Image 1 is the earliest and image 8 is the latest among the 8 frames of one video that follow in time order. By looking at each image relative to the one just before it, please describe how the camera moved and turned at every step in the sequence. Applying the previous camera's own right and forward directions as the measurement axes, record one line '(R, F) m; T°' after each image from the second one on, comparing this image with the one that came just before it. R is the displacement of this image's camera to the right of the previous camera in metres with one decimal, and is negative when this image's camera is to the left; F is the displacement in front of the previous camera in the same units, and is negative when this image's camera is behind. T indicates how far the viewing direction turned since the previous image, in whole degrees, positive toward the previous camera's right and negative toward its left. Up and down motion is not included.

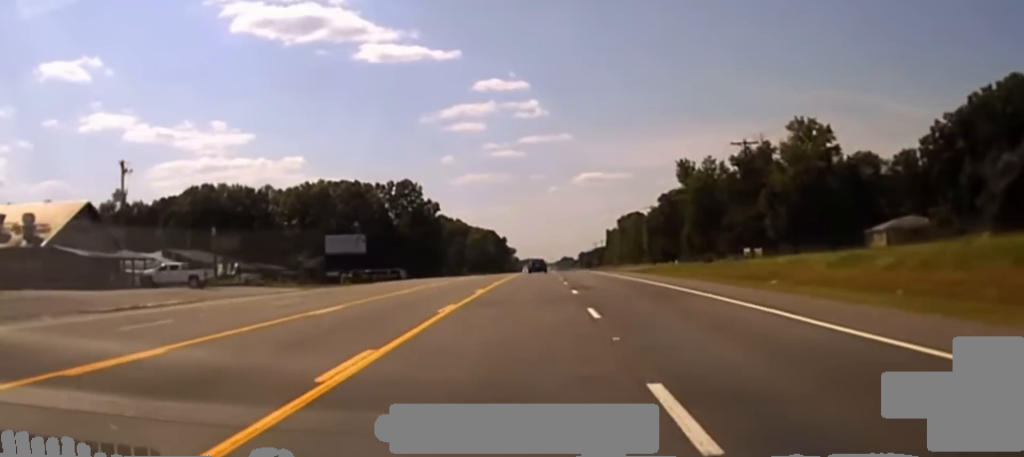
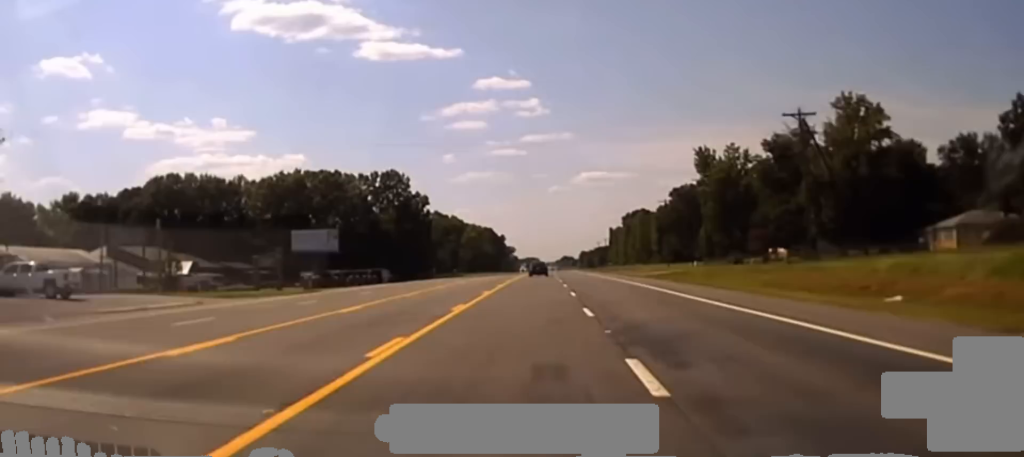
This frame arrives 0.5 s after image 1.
(-0.1, +24.4) m; 0°
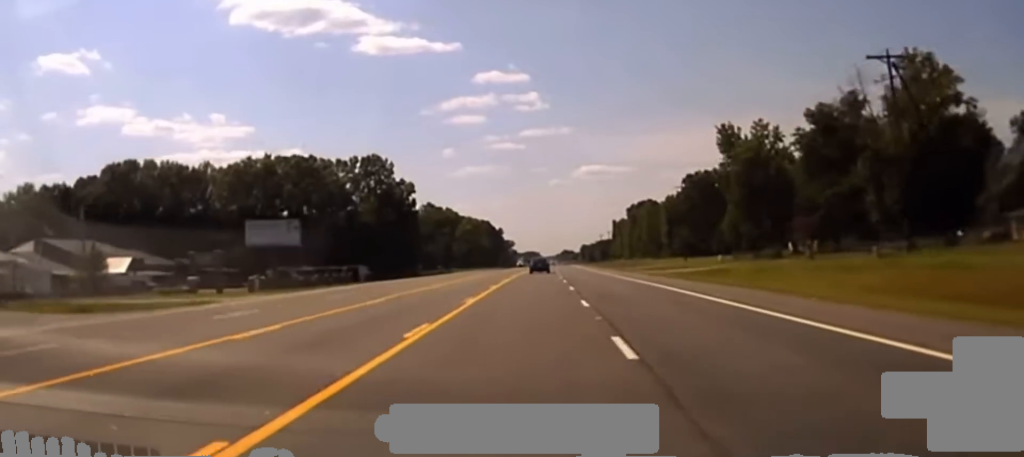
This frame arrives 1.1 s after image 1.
(0.0, +23.8) m; 0°
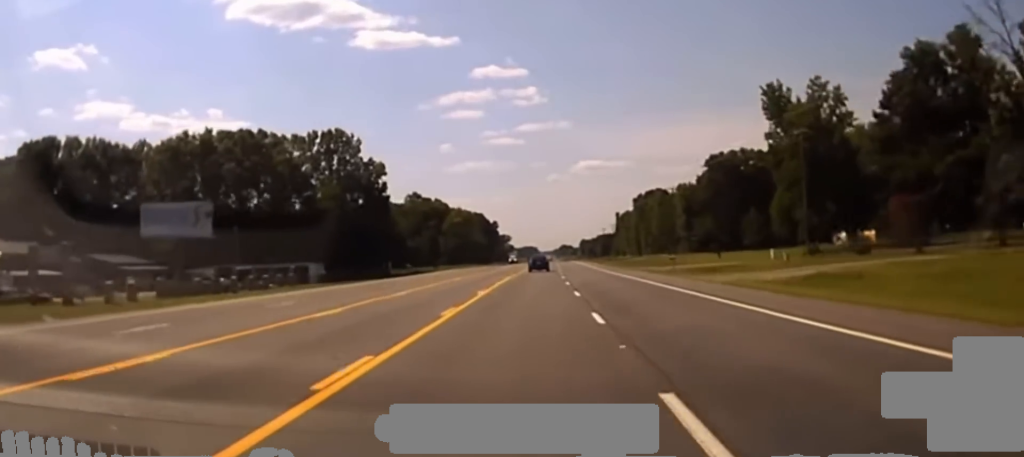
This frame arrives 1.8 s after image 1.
(-0.1, +32.4) m; 0°
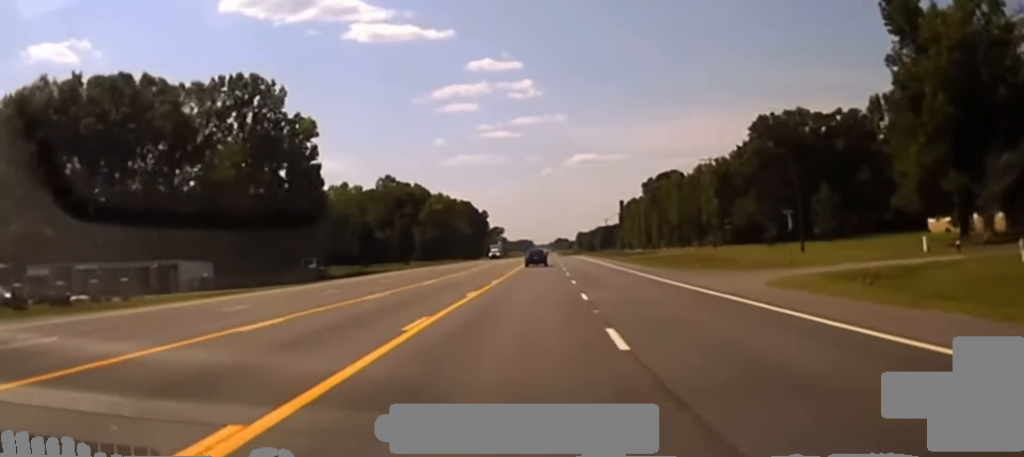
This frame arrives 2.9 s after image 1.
(-0.1, +41.9) m; 0°
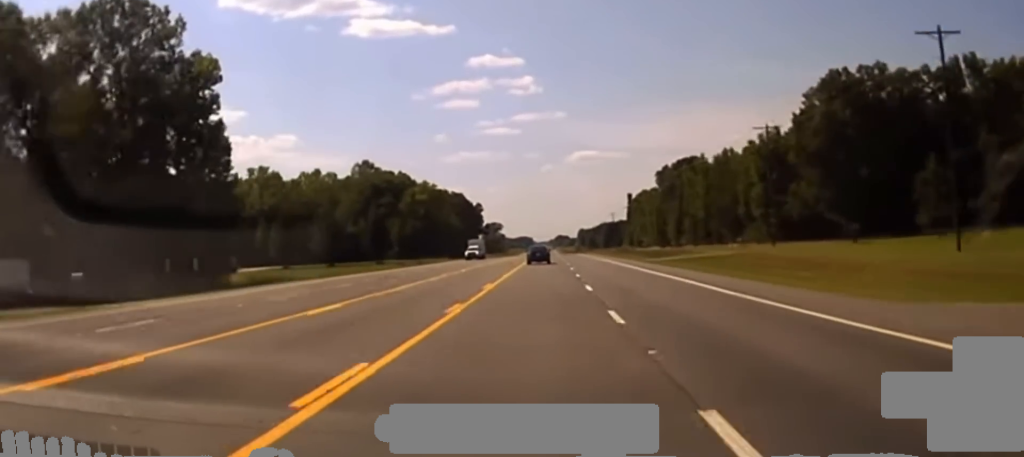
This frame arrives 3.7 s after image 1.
(+0.3, +30.1) m; +1°
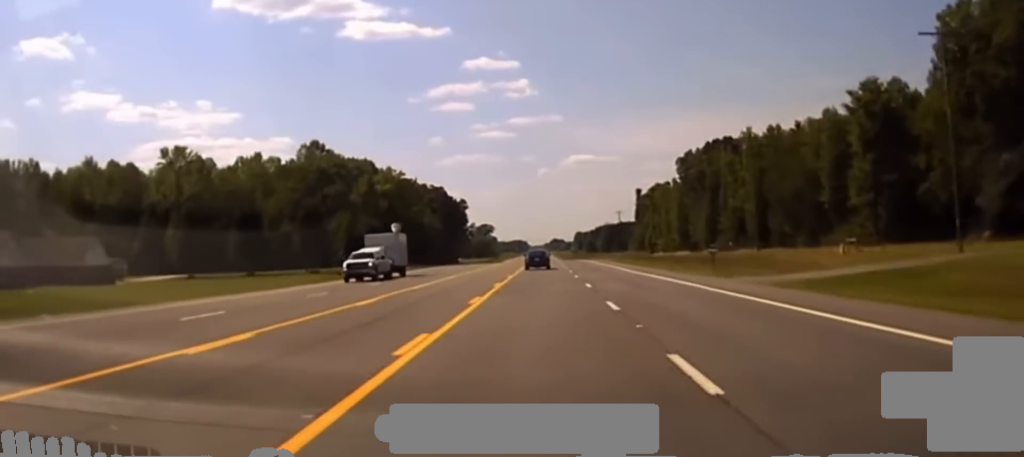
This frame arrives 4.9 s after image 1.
(+0.2, +38.9) m; 0°
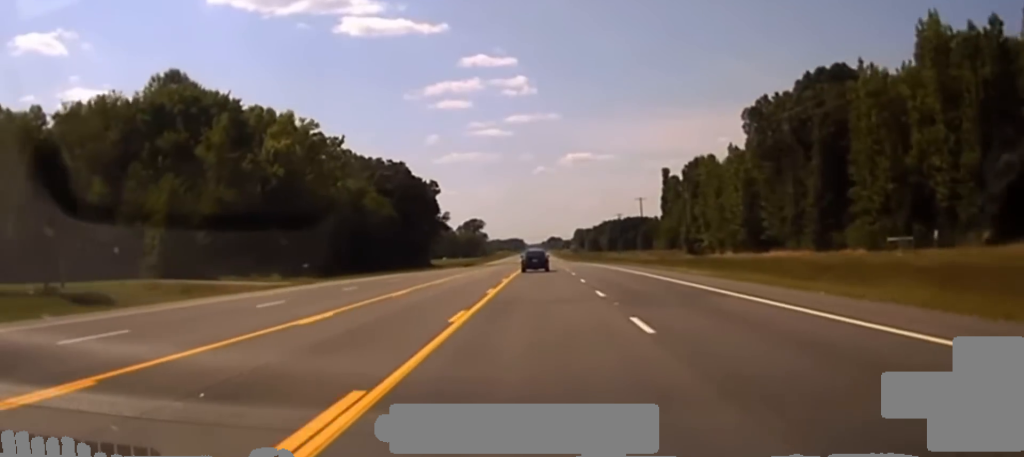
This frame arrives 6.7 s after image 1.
(-0.5, +60.9) m; 0°
